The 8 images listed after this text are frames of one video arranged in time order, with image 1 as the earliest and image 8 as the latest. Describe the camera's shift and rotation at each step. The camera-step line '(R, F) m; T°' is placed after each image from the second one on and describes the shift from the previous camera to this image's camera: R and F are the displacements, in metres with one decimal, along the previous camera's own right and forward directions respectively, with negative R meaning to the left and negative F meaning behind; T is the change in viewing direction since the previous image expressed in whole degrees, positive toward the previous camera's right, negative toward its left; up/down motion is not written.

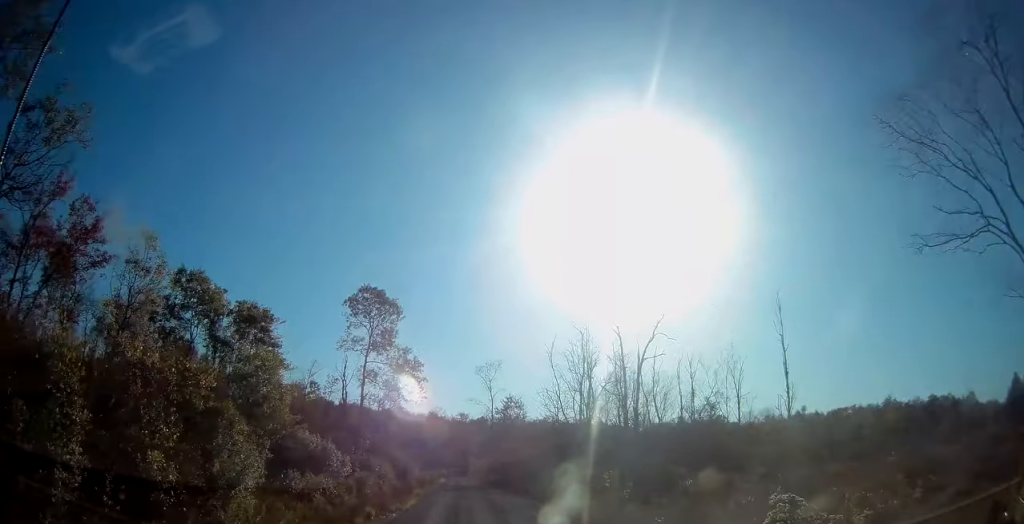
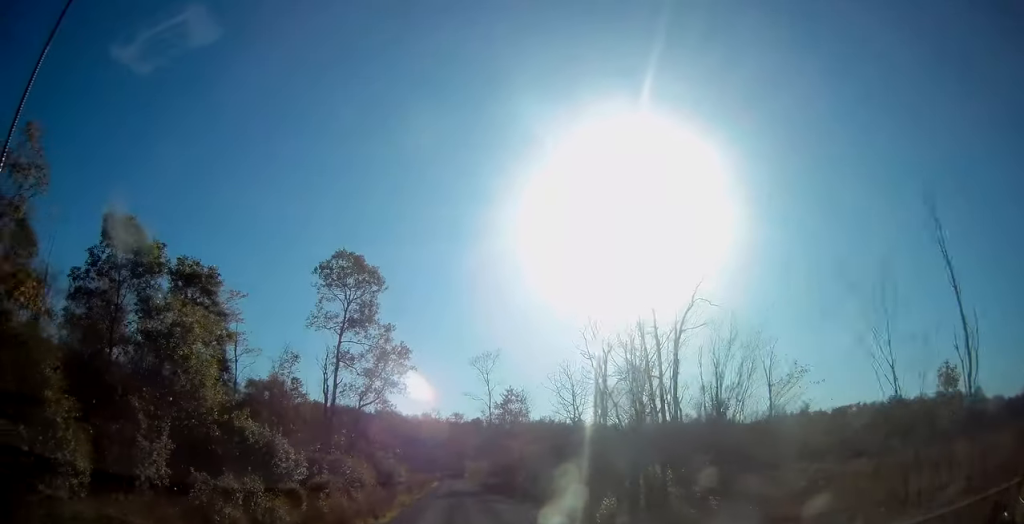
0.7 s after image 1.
(-0.2, +7.7) m; 0°
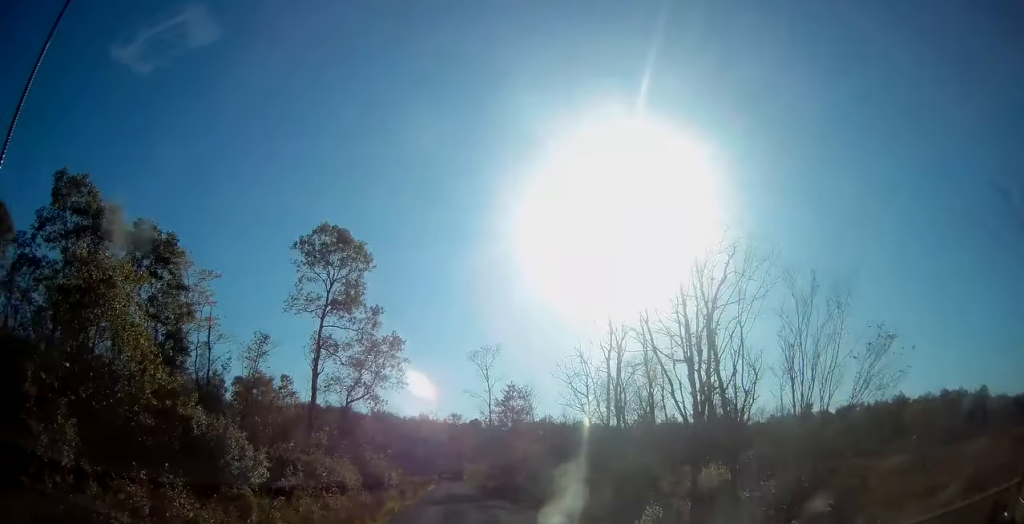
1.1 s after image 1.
(0.0, +4.4) m; 0°
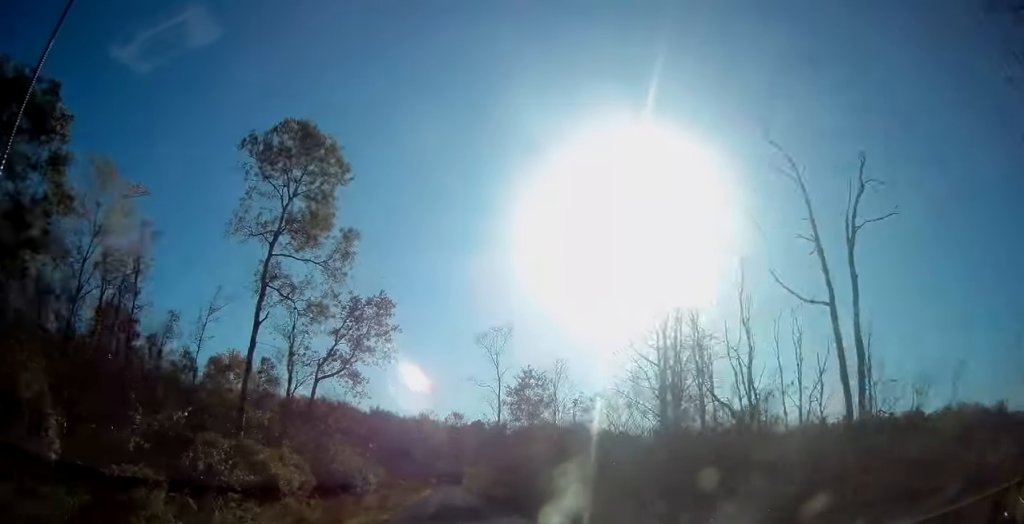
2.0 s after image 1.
(+0.2, +10.2) m; 0°
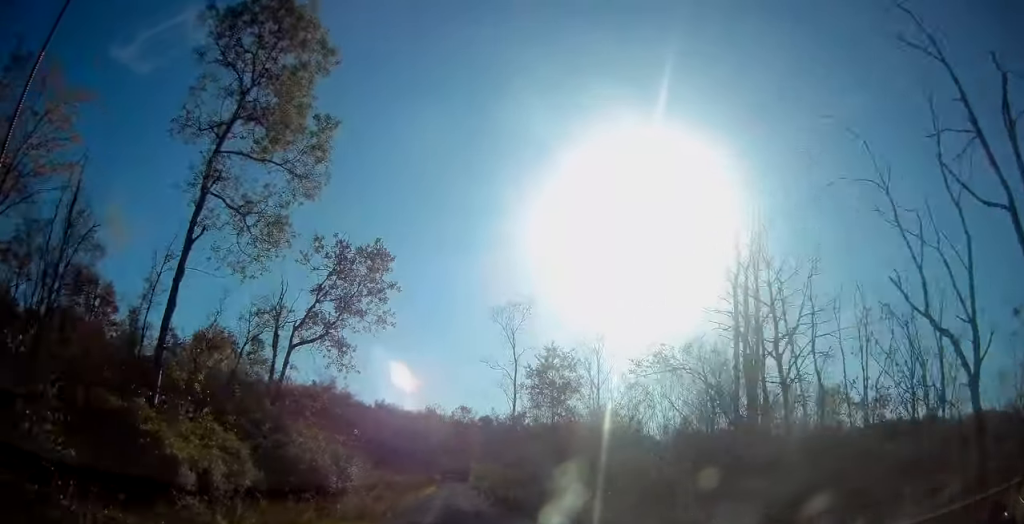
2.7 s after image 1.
(-0.1, +7.1) m; -1°
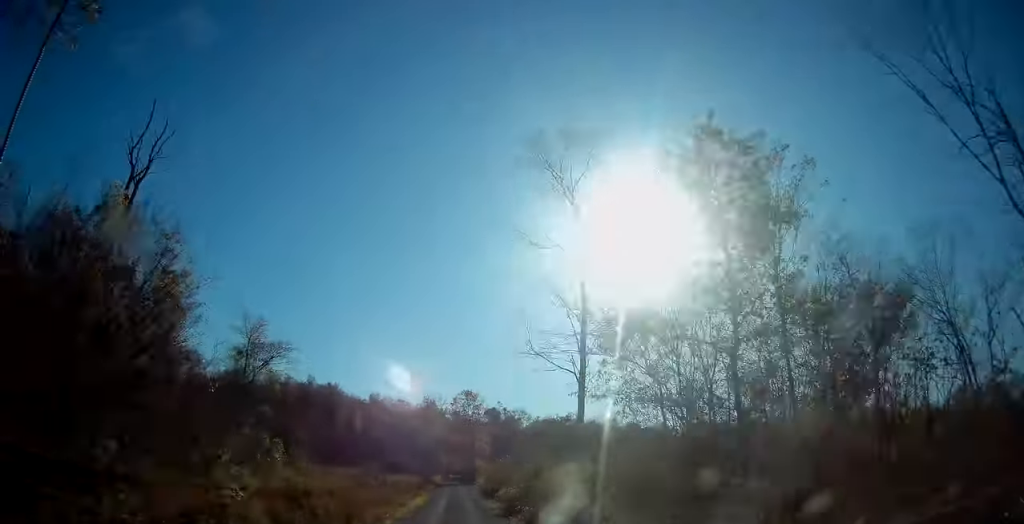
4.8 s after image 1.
(-0.2, +24.0) m; 0°
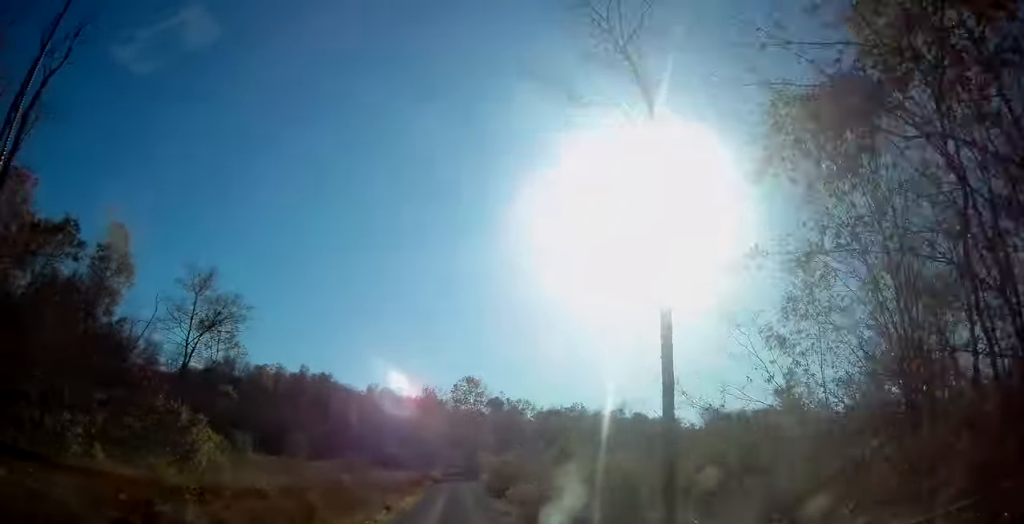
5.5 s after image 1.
(0.0, +8.6) m; +1°
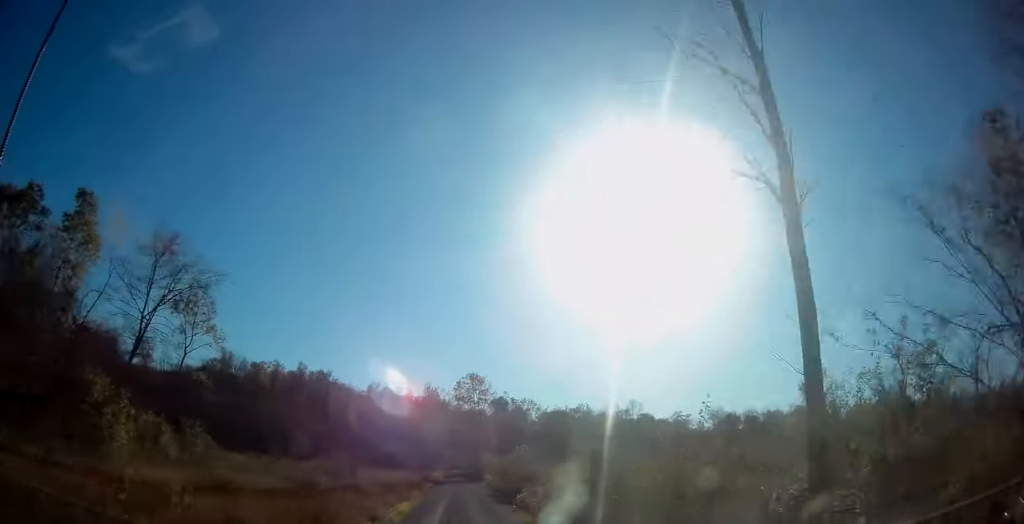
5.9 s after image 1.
(0.0, +5.1) m; +1°
